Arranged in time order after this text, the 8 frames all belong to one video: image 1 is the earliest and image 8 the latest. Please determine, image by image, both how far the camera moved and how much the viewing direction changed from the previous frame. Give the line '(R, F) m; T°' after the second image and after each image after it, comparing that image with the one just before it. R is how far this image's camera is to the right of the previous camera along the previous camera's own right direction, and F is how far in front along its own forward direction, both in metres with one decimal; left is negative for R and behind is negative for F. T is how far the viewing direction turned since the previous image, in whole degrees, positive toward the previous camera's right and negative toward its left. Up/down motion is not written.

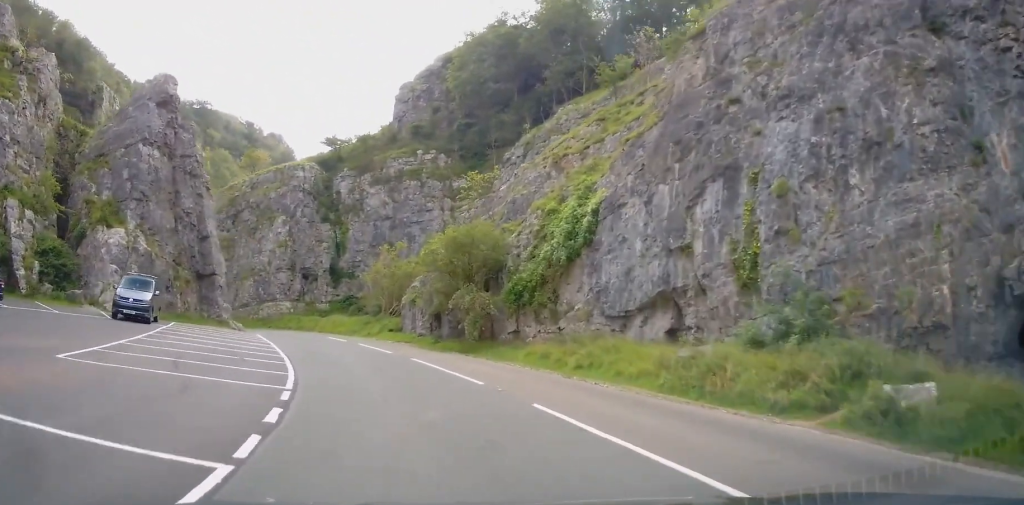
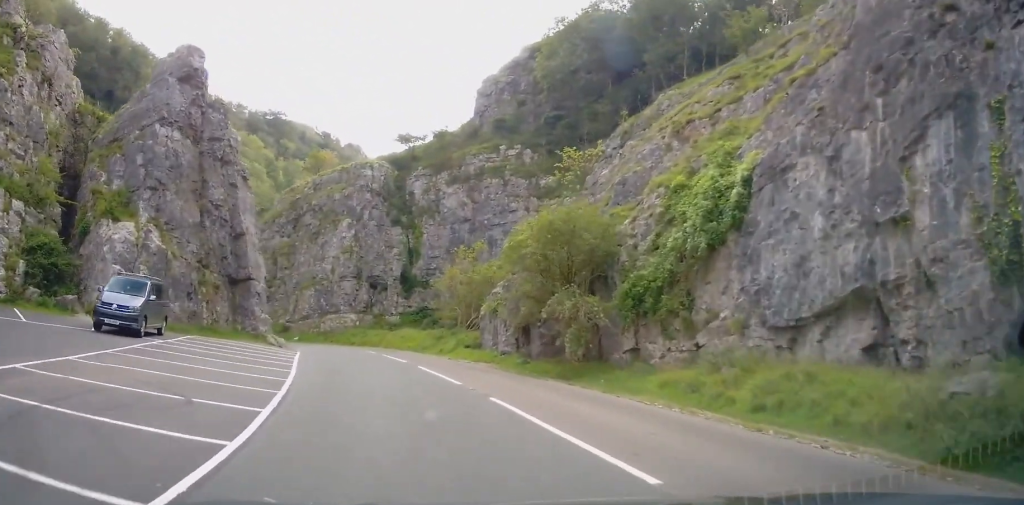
(-0.4, +7.3) m; -7°
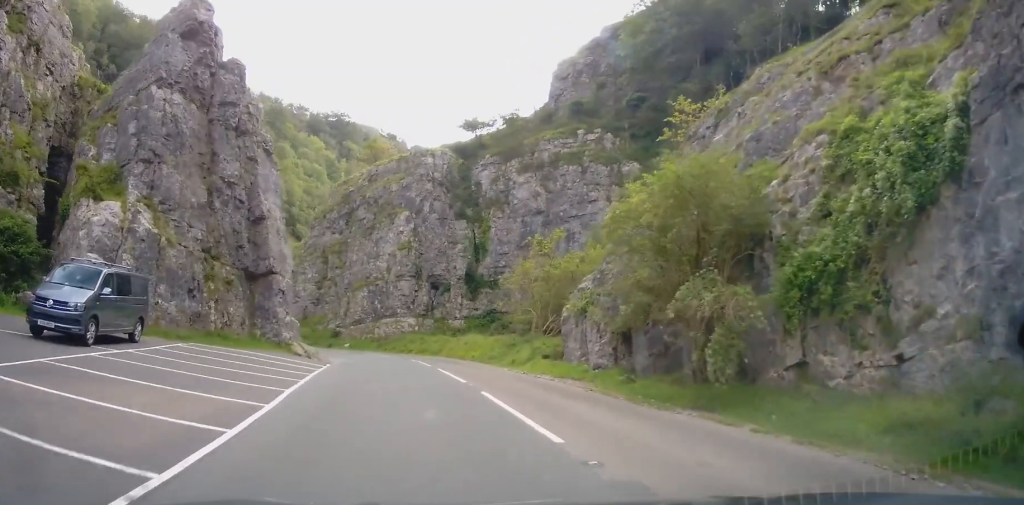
(-0.4, +6.4) m; -6°
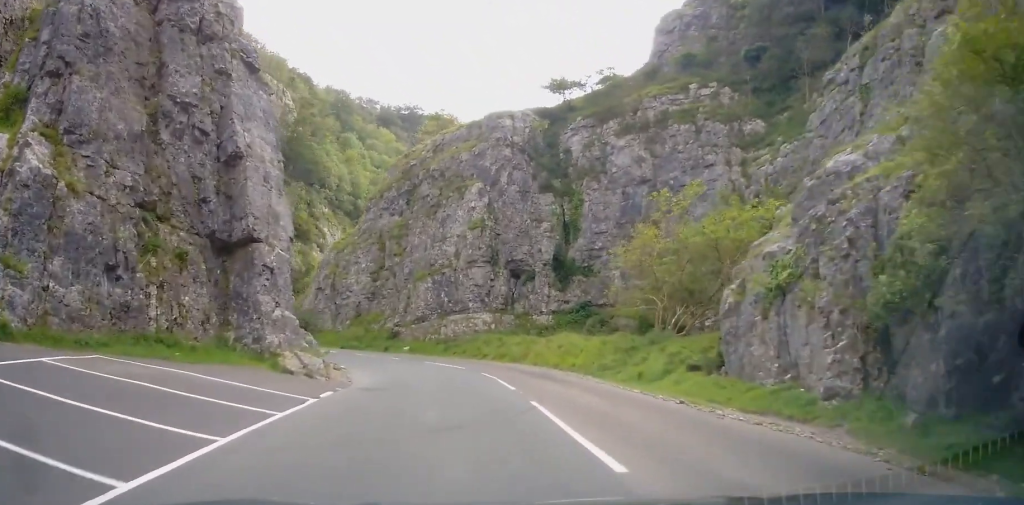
(-1.0, +10.5) m; -8°
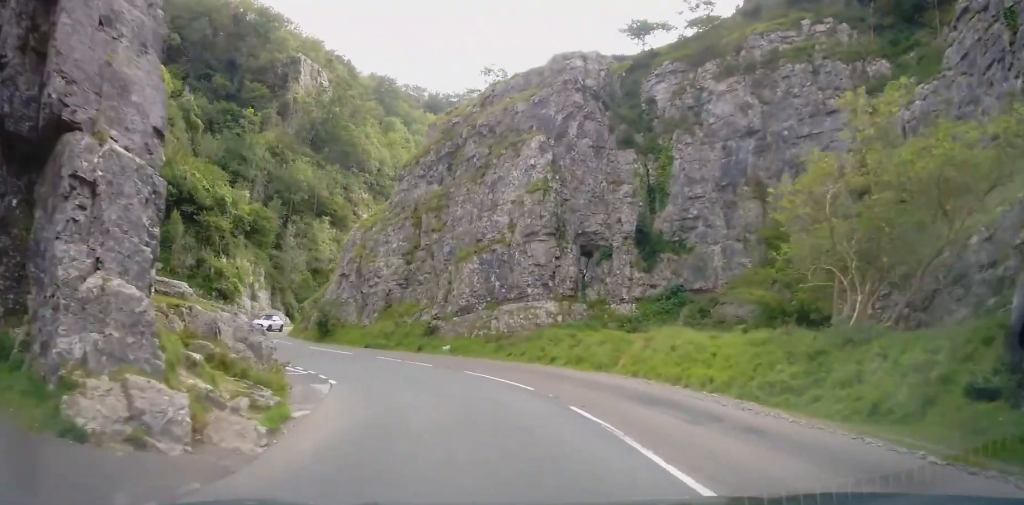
(-0.4, +9.8) m; -6°
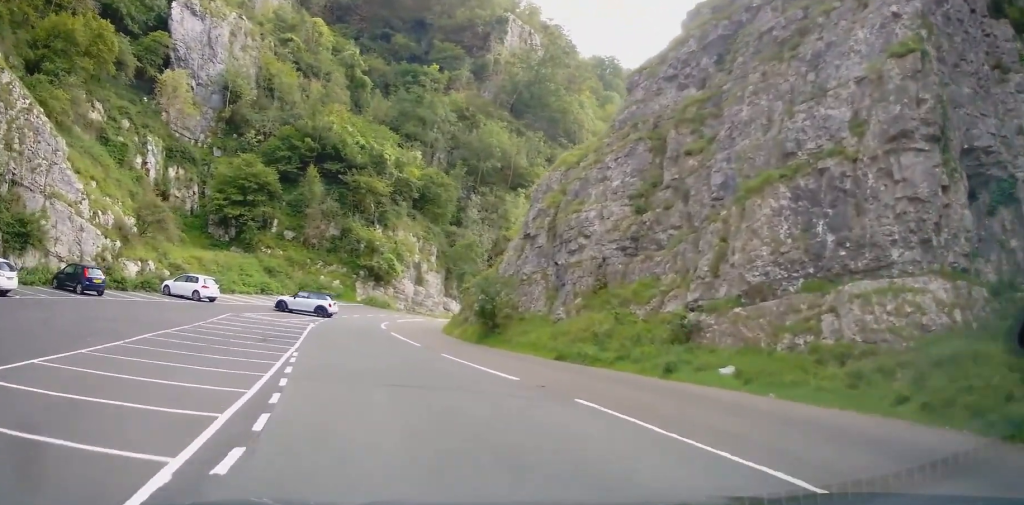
(-2.2, +19.1) m; -14°
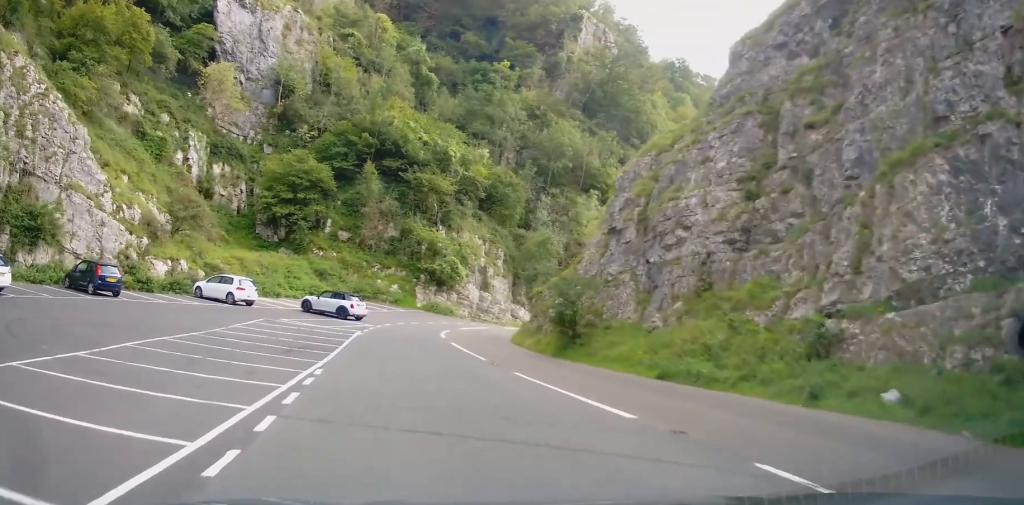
(0.0, +4.8) m; -4°
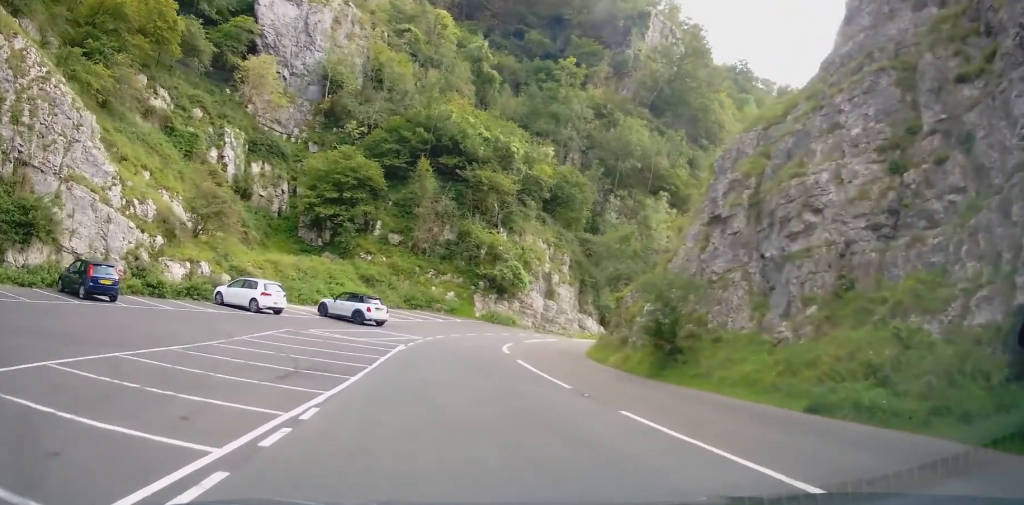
(-0.4, +5.1) m; -5°
